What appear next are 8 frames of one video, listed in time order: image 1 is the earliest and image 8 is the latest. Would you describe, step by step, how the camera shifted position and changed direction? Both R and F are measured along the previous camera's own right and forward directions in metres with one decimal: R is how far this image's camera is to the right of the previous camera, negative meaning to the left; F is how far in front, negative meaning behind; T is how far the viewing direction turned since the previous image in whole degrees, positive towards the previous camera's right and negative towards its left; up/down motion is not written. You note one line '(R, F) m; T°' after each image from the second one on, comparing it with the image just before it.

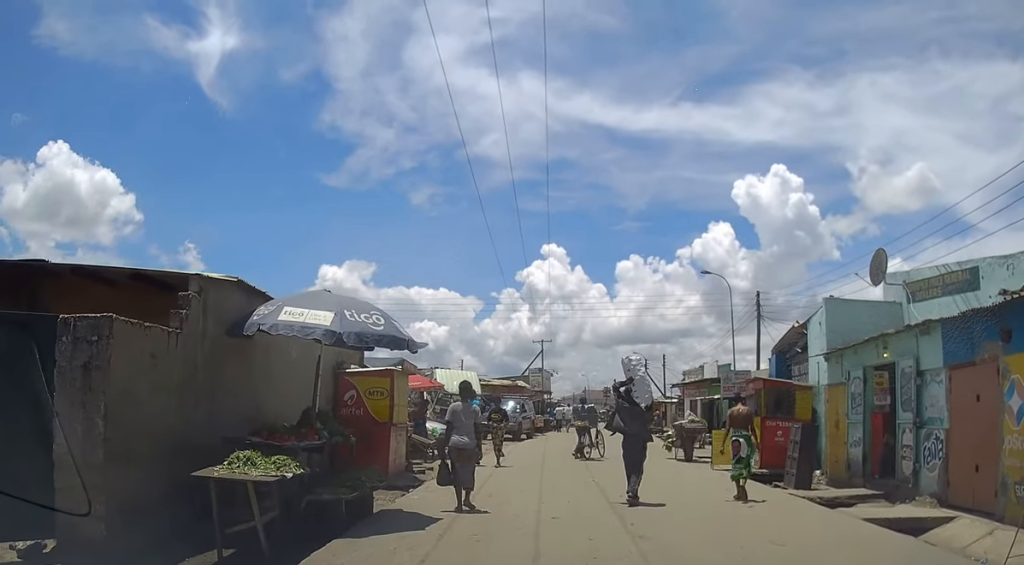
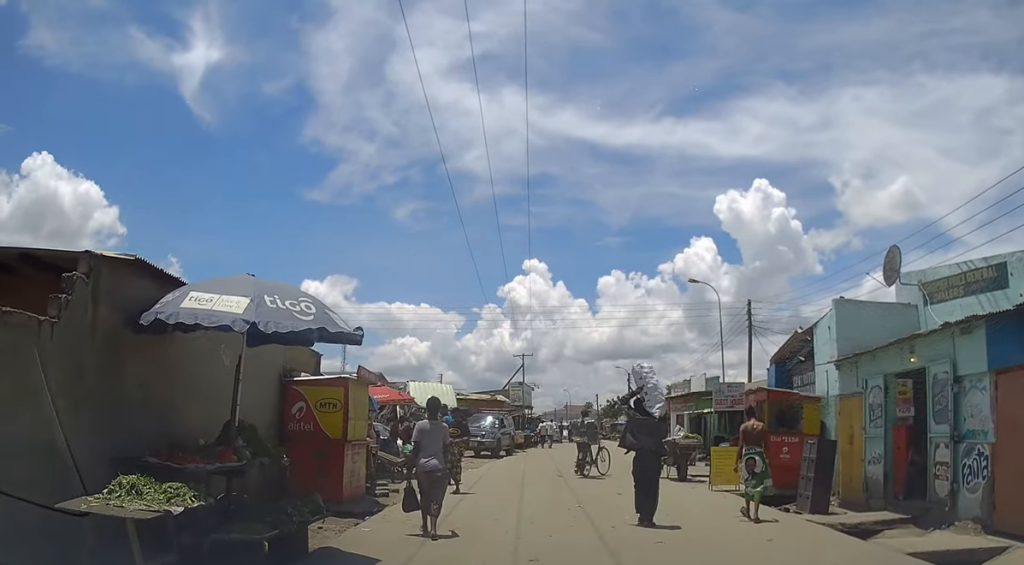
(0.0, +1.6) m; -1°
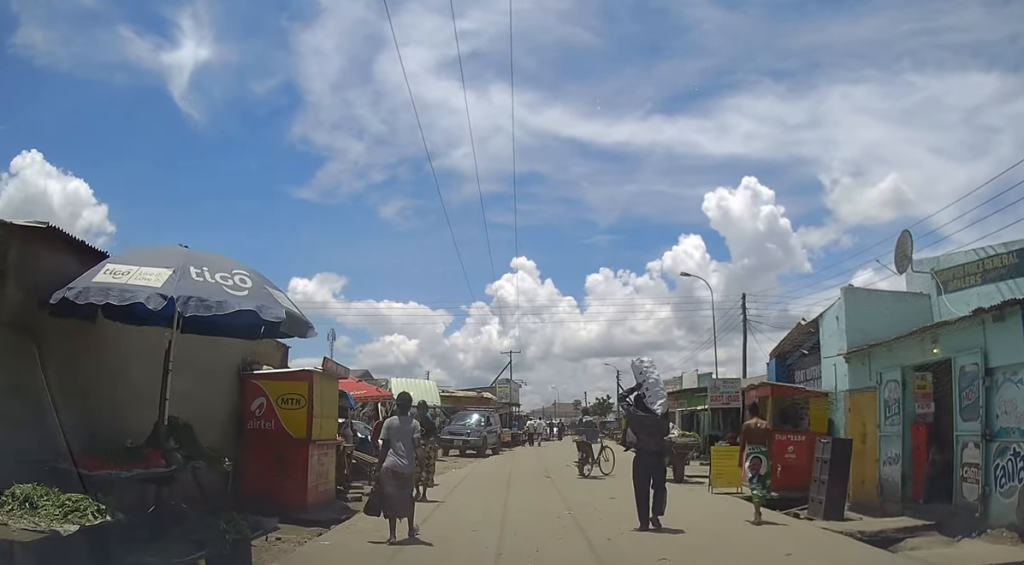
(0.0, +1.0) m; 0°
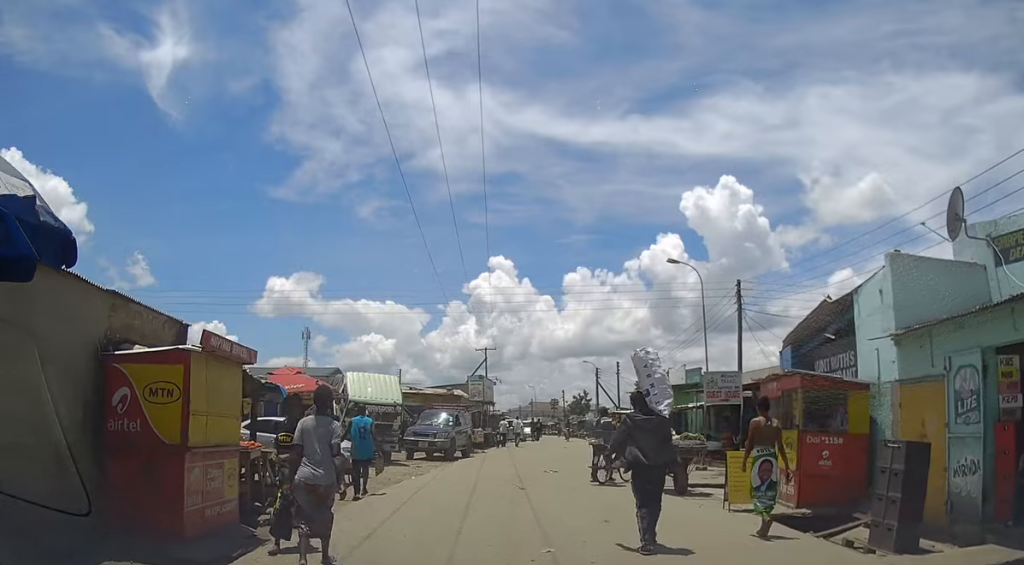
(+0.1, +2.9) m; +2°
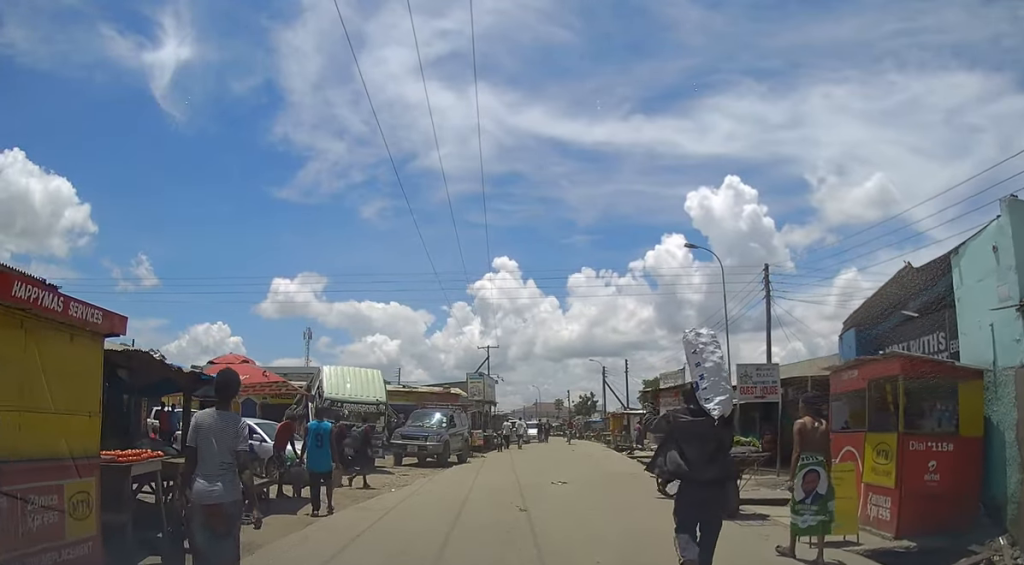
(0.0, +3.1) m; -2°
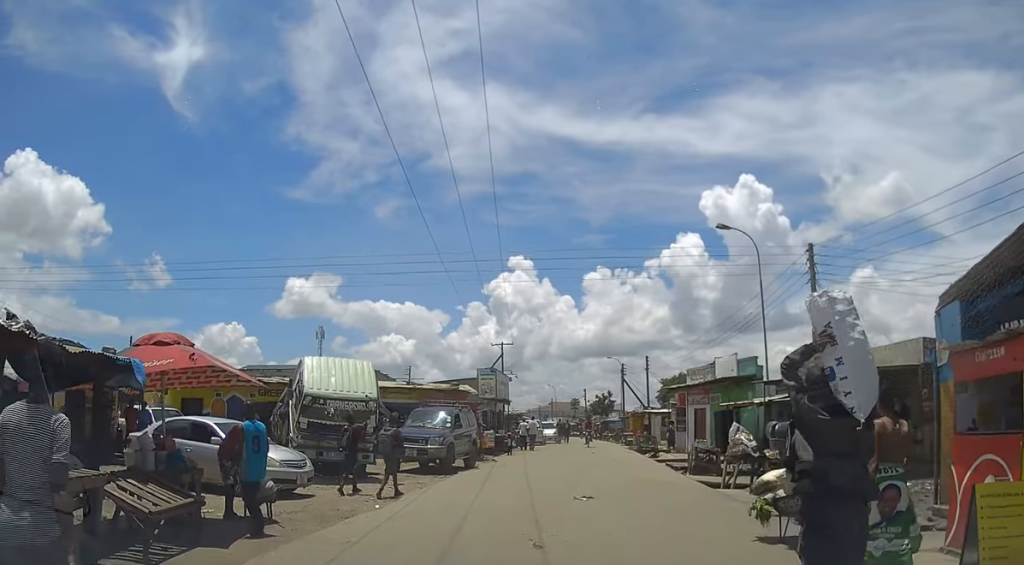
(-0.1, +3.0) m; -1°
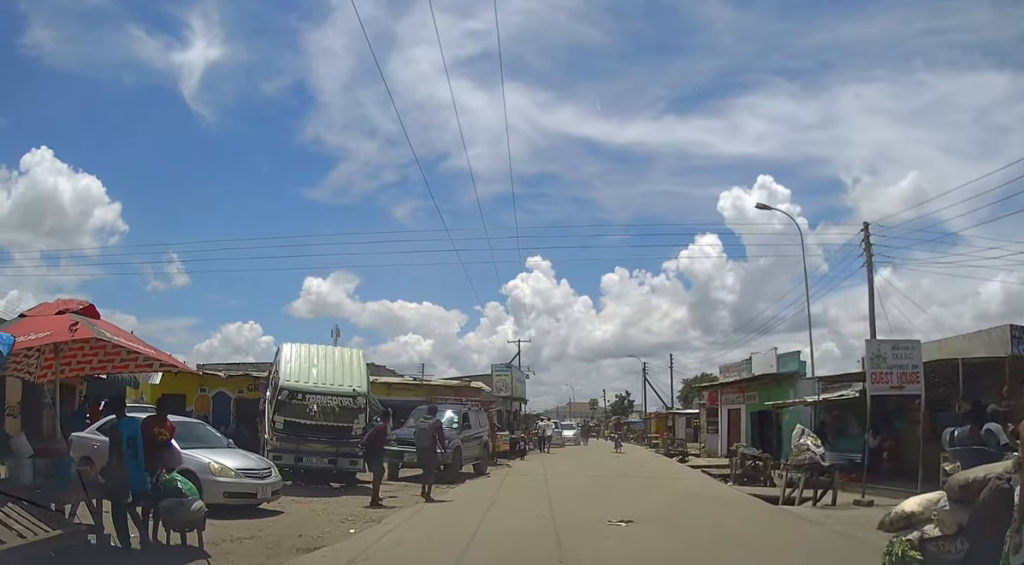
(0.0, +2.8) m; 0°
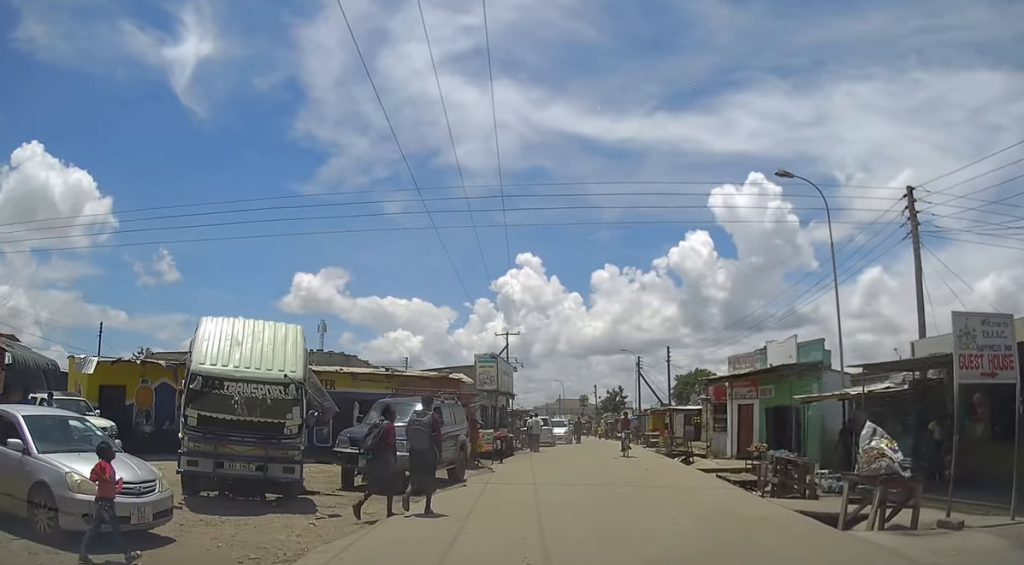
(0.0, +3.2) m; +1°
